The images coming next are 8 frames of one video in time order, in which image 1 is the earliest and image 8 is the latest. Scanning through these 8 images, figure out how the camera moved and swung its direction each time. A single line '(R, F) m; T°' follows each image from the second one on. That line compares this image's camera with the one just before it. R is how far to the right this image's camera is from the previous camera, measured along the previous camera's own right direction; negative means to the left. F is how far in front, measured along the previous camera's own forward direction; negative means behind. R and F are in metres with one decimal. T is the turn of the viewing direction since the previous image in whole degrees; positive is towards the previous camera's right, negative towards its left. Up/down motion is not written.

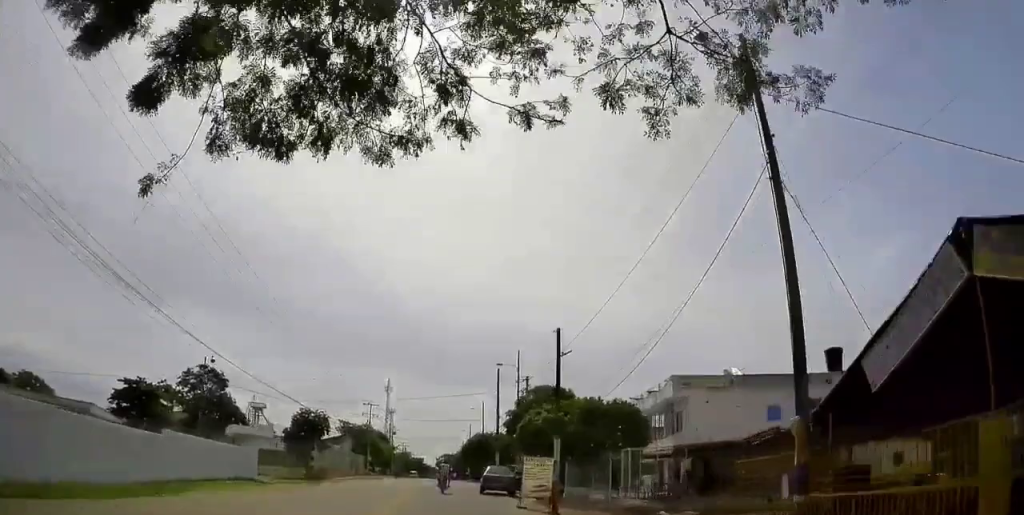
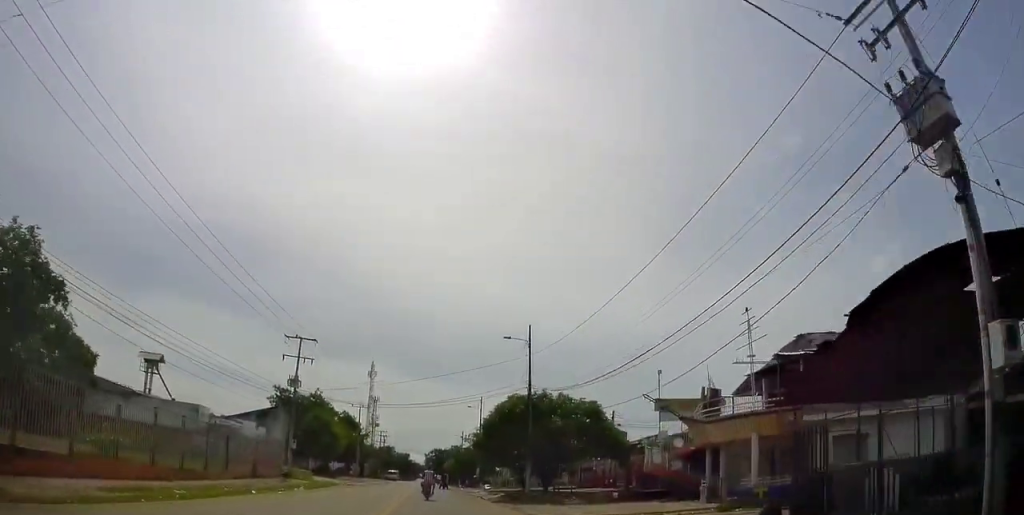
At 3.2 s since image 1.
(+0.6, +44.8) m; +1°
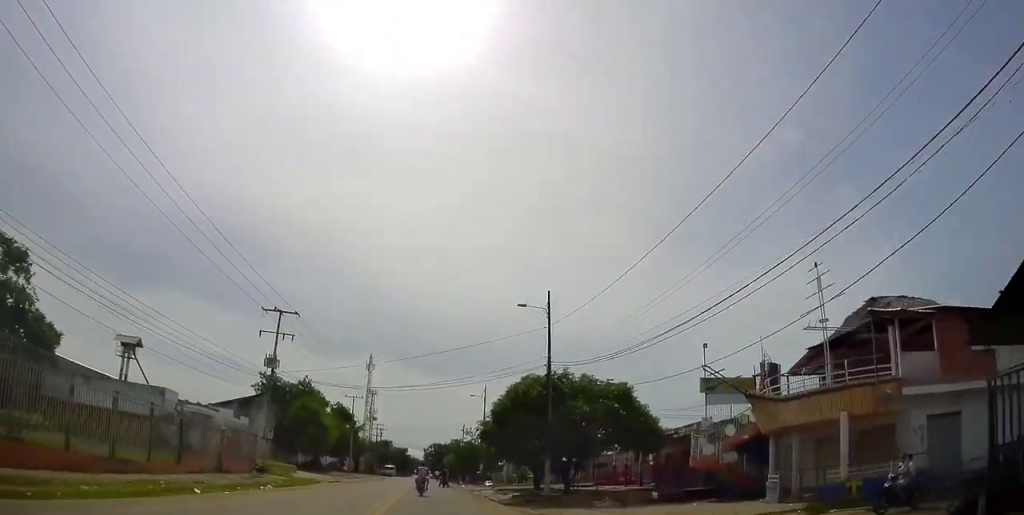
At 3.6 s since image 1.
(-0.1, +6.4) m; 0°
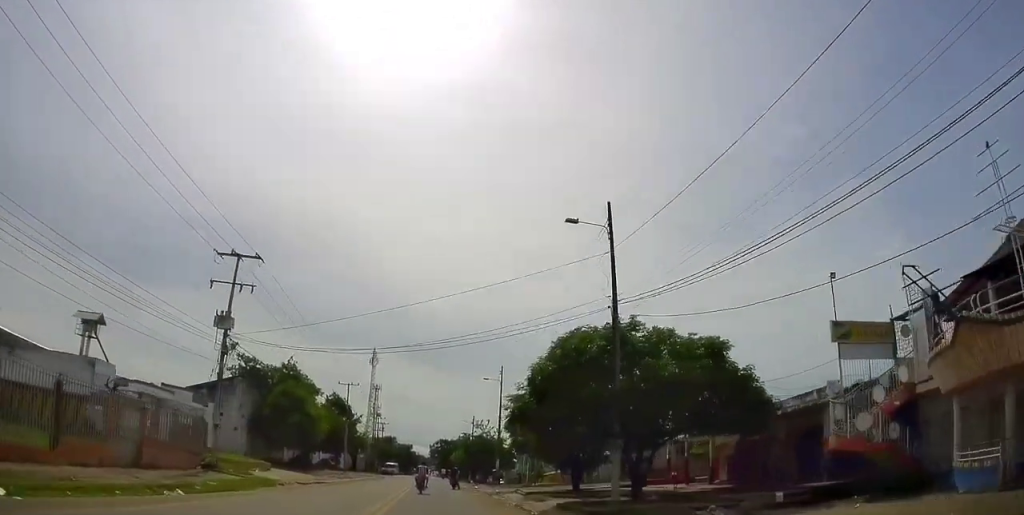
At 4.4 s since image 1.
(+0.4, +10.4) m; 0°
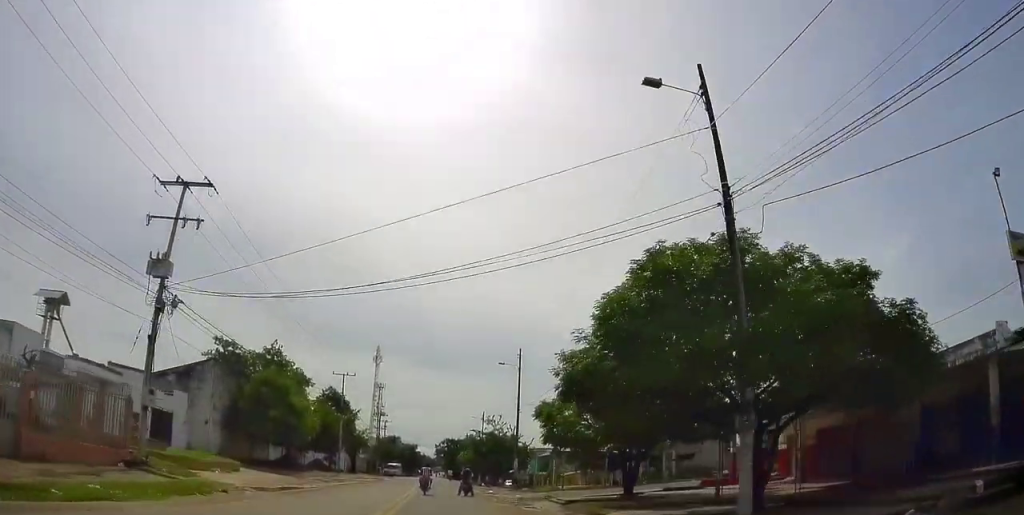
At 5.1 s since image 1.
(-0.2, +8.2) m; -1°
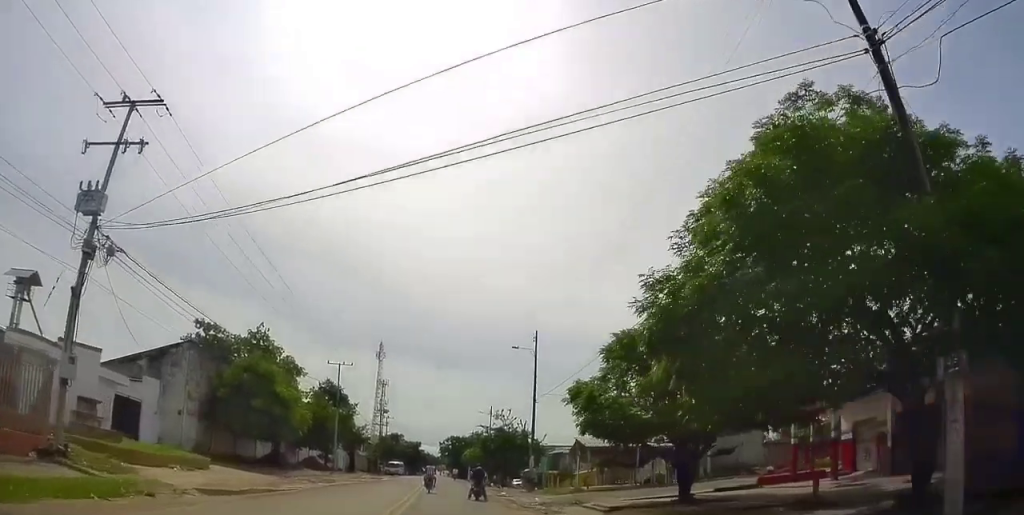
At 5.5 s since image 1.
(-0.2, +5.6) m; -1°
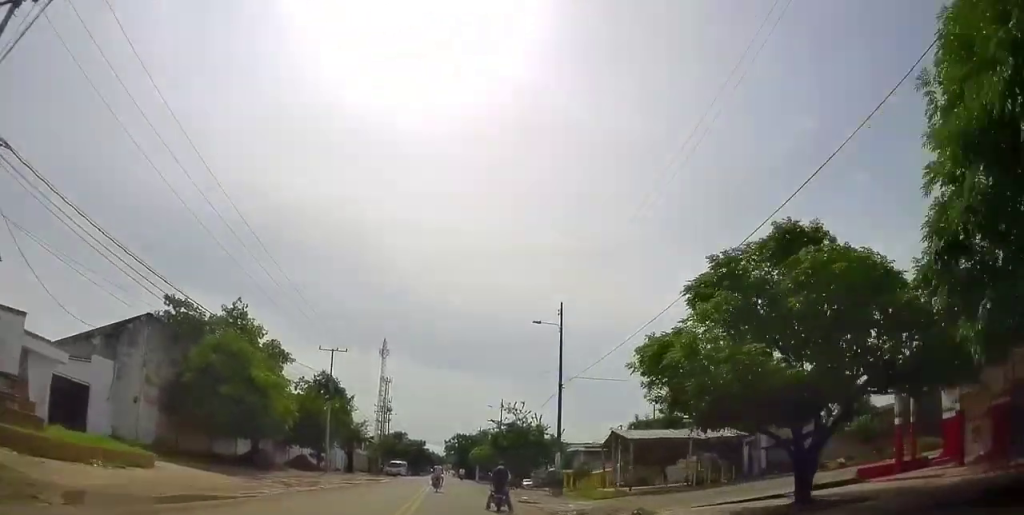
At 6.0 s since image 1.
(0.0, +6.6) m; 0°
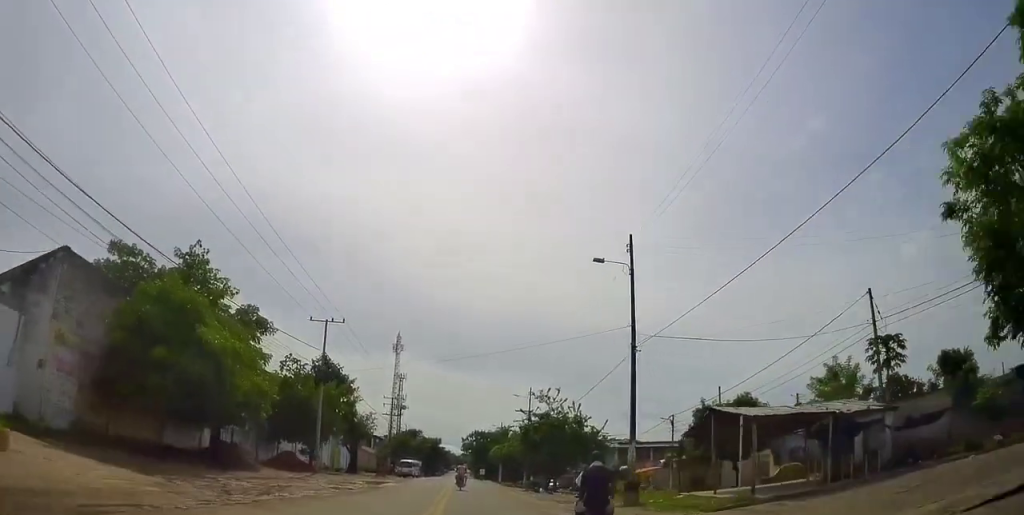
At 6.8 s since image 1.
(0.0, +10.1) m; 0°
